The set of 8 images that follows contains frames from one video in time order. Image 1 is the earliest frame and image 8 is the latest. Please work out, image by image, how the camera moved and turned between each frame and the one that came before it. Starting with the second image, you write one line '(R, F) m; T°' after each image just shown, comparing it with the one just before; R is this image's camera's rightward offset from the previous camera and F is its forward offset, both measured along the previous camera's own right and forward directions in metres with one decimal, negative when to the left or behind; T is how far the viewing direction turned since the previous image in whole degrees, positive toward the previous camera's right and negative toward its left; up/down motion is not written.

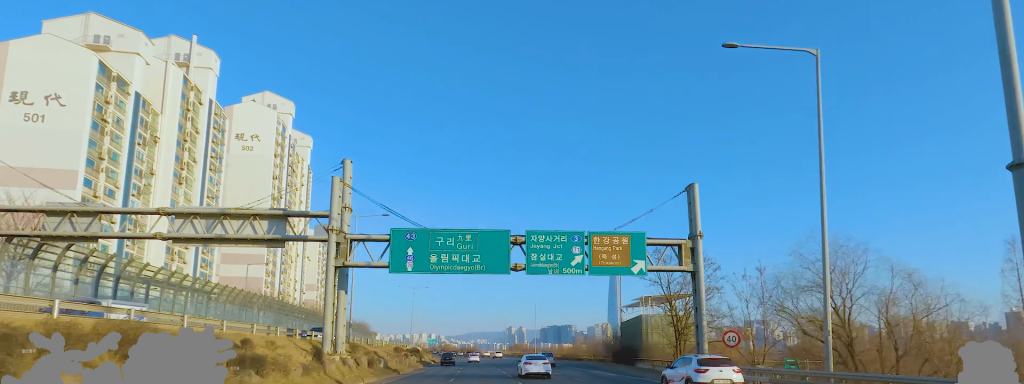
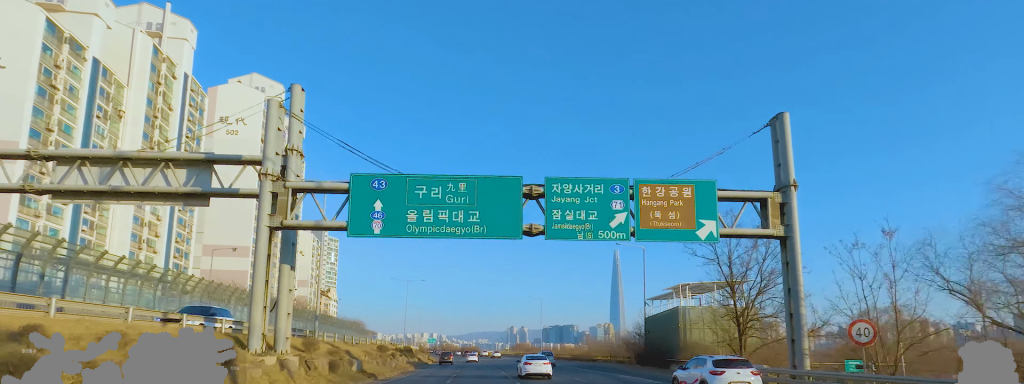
(-0.1, +9.0) m; 0°
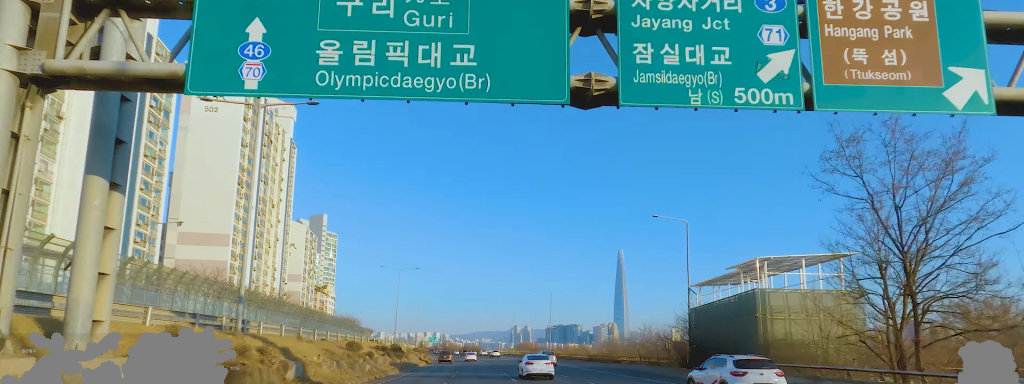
(+0.4, +11.1) m; +1°
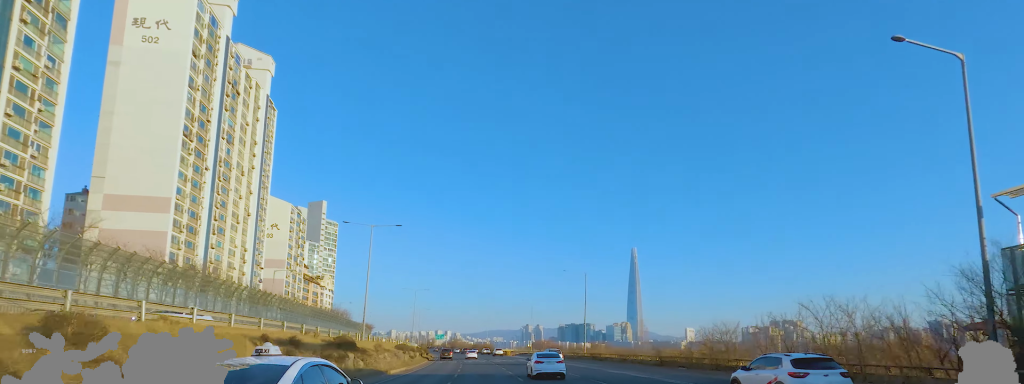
(+0.3, +25.0) m; -3°
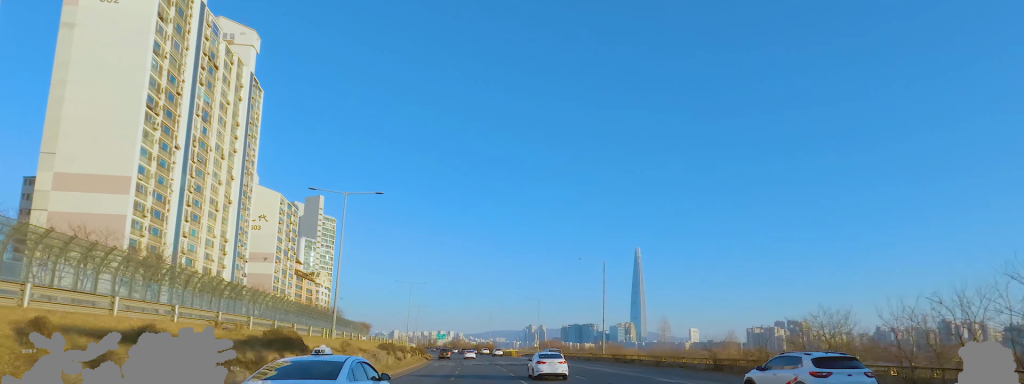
(-0.4, +10.4) m; -2°
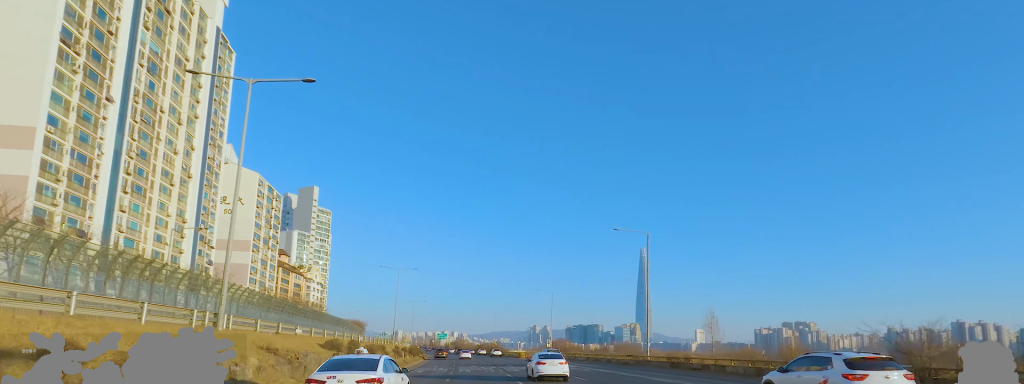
(-0.7, +16.6) m; -2°
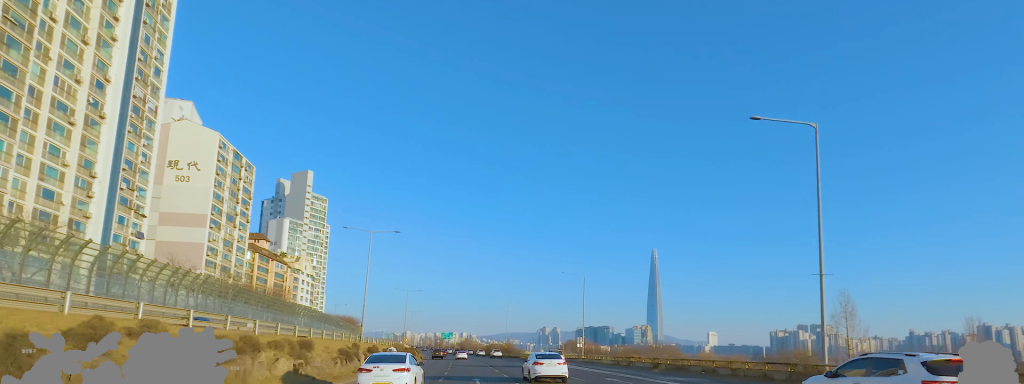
(0.0, +24.1) m; 0°
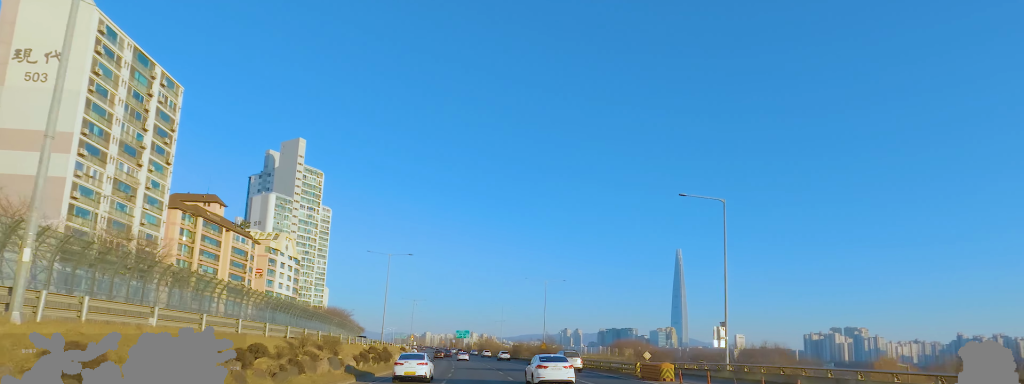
(0.0, +39.2) m; 0°
